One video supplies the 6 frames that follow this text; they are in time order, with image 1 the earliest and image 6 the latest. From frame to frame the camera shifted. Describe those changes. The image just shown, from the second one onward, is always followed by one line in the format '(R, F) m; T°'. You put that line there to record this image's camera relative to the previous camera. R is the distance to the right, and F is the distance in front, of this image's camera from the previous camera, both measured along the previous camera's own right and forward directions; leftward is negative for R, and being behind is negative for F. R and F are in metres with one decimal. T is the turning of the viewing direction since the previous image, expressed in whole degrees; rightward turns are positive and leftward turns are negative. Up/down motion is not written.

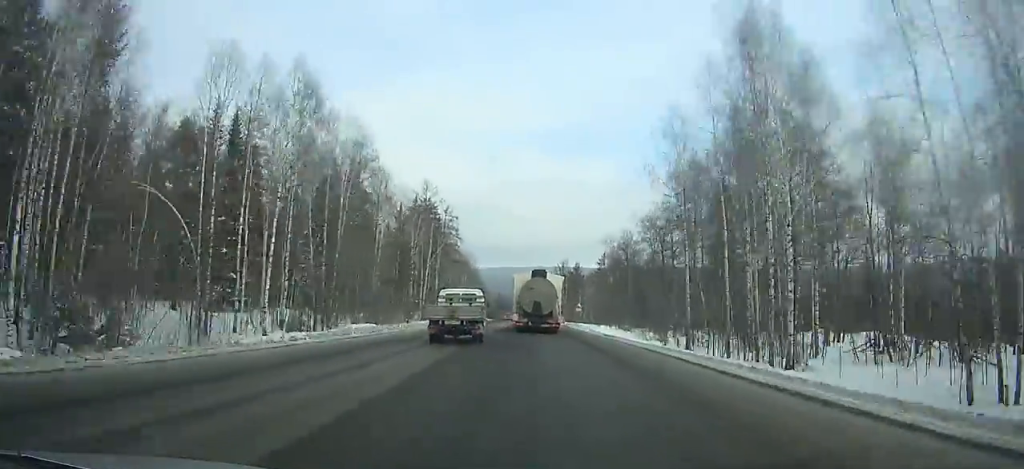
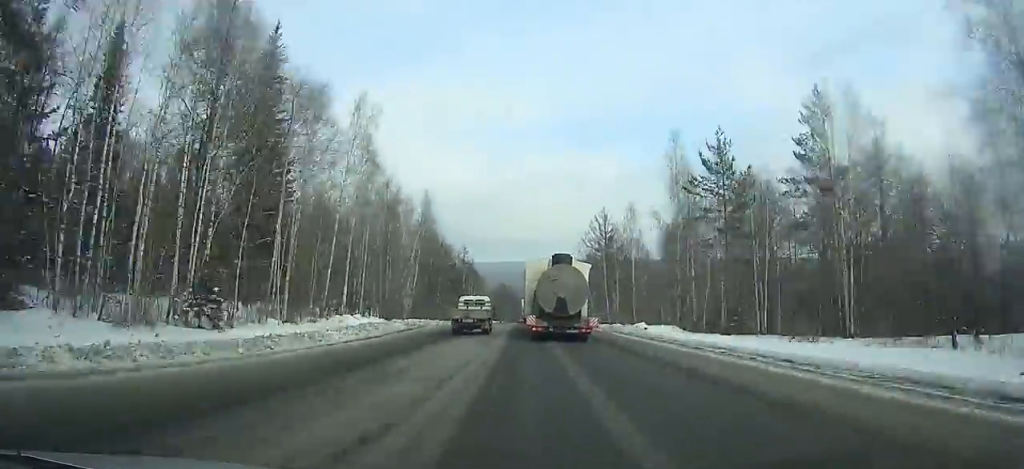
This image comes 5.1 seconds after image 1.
(+0.3, +103.2) m; 0°
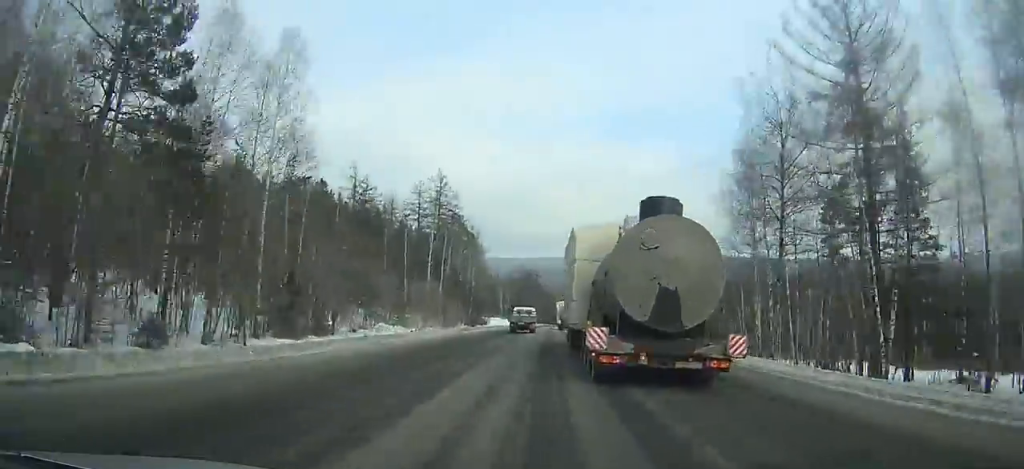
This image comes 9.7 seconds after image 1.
(-1.9, +101.8) m; -1°
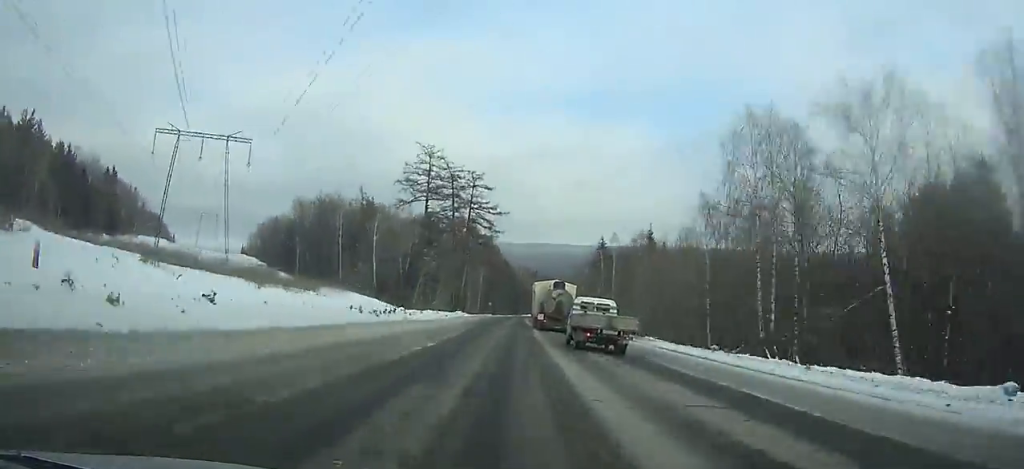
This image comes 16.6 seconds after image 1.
(+3.1, +156.7) m; +3°
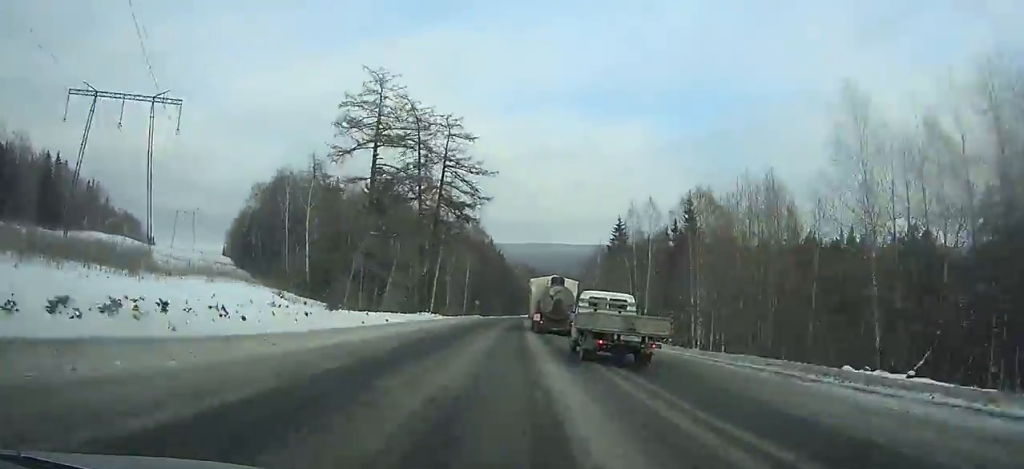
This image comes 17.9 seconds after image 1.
(+0.5, +26.9) m; +1°
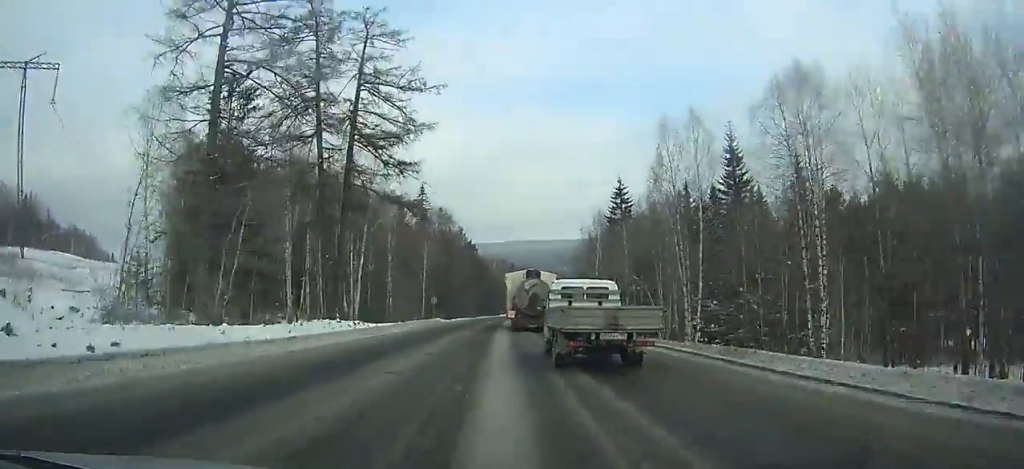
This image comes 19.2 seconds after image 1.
(+0.1, +26.9) m; +1°
